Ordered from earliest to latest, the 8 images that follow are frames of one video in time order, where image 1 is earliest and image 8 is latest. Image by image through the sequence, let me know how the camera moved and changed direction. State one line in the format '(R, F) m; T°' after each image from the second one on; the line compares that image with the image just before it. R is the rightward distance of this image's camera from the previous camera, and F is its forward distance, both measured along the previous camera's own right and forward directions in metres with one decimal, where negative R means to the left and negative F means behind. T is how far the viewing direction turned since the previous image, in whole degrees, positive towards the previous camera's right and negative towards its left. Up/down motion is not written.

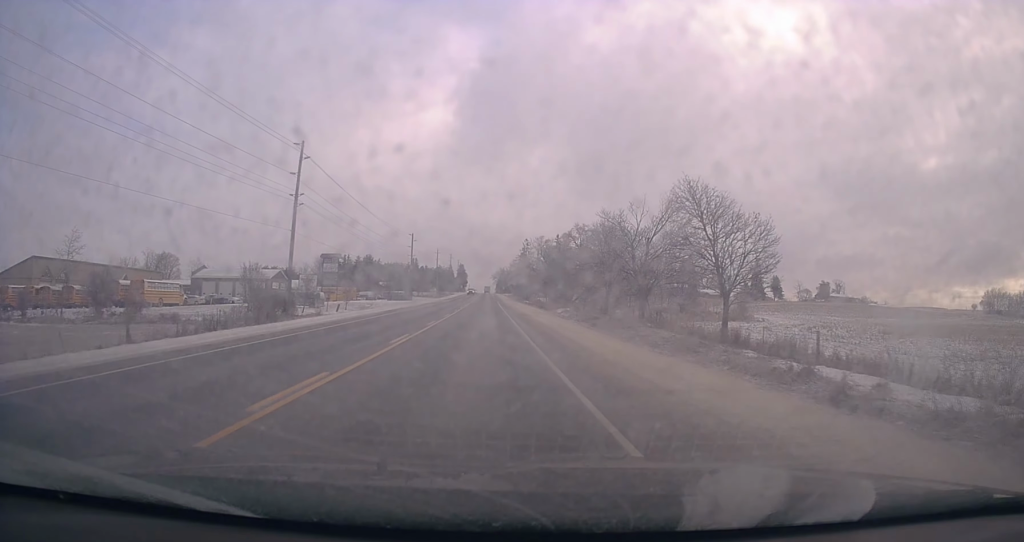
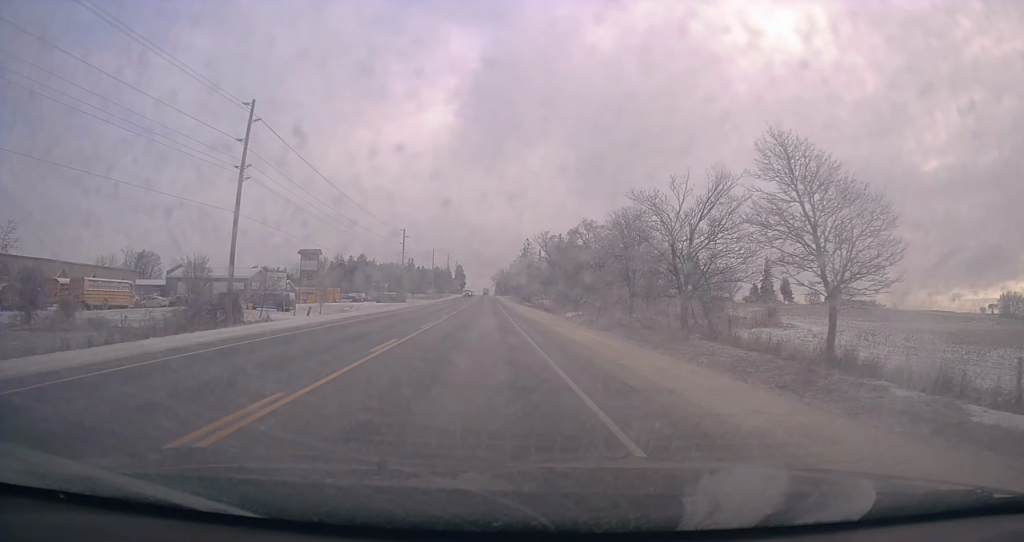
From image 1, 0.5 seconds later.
(+0.2, +11.3) m; 0°
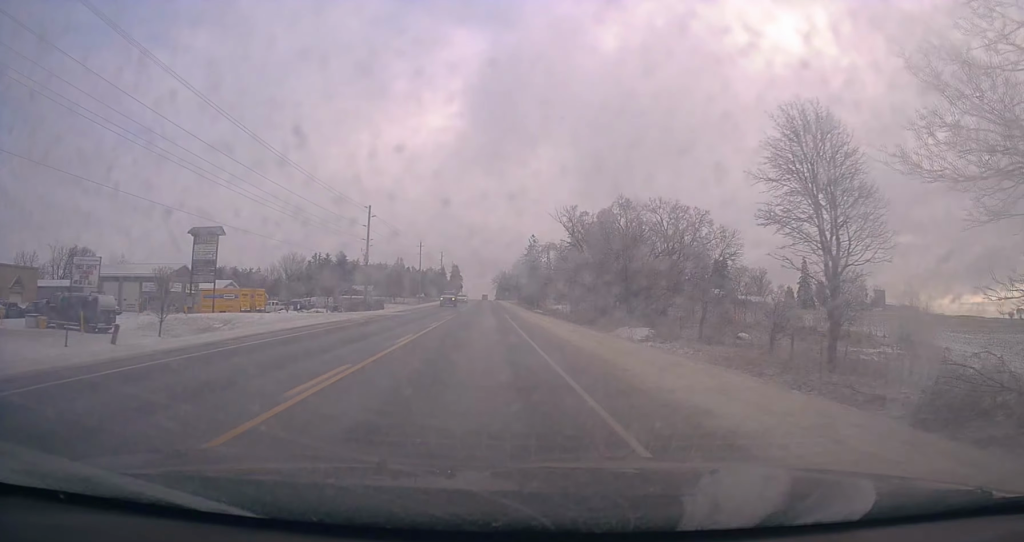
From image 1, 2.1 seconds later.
(-0.5, +33.5) m; -1°
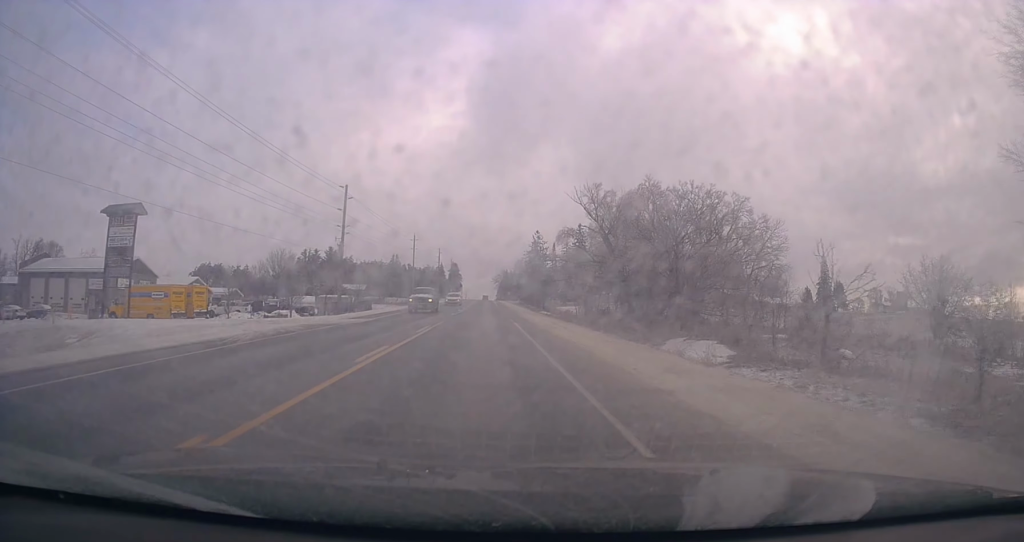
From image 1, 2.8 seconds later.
(-0.1, +14.4) m; 0°
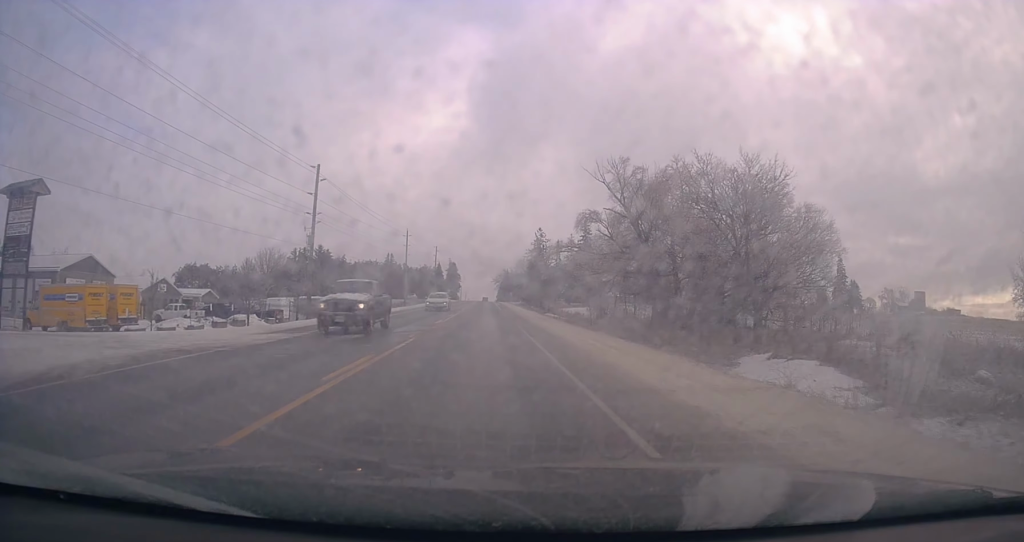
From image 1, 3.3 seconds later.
(0.0, +11.2) m; +1°
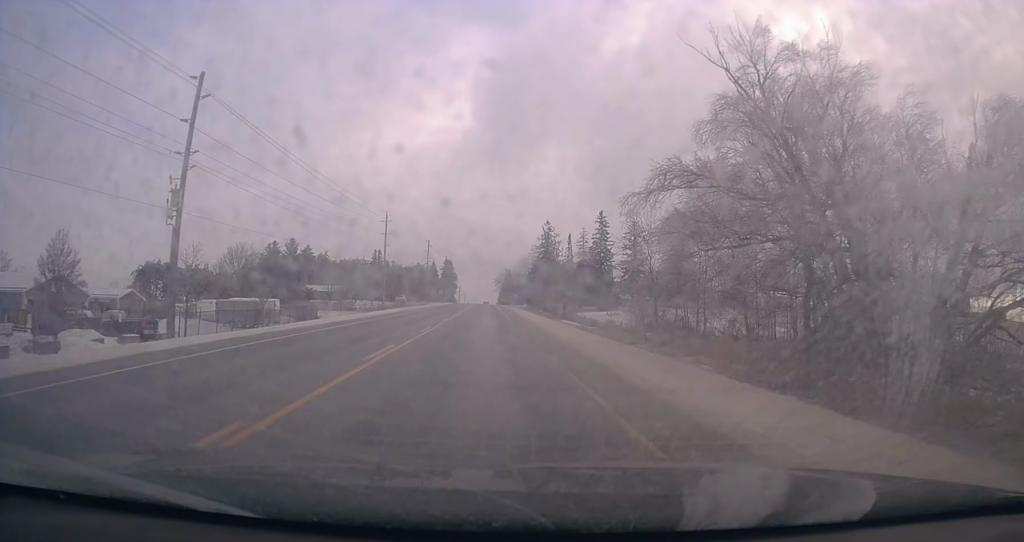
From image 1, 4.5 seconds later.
(+0.4, +24.9) m; +1°
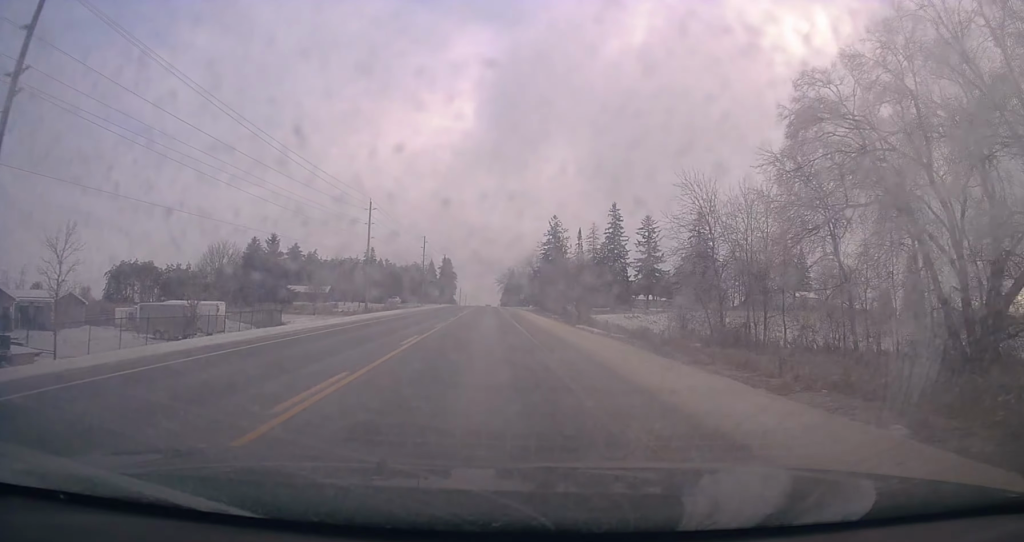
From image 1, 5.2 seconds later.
(+0.1, +14.7) m; 0°
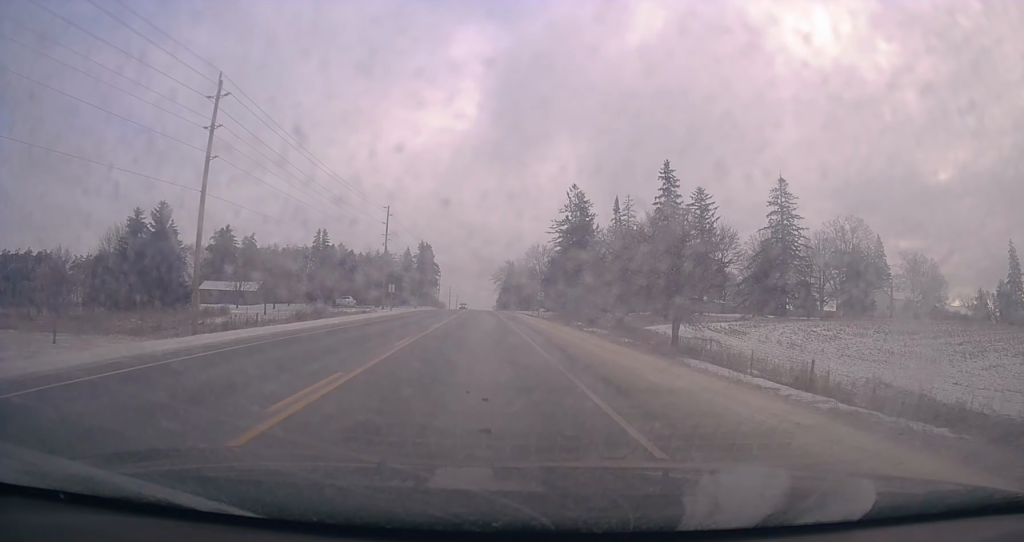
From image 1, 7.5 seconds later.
(-0.8, +45.6) m; -2°
